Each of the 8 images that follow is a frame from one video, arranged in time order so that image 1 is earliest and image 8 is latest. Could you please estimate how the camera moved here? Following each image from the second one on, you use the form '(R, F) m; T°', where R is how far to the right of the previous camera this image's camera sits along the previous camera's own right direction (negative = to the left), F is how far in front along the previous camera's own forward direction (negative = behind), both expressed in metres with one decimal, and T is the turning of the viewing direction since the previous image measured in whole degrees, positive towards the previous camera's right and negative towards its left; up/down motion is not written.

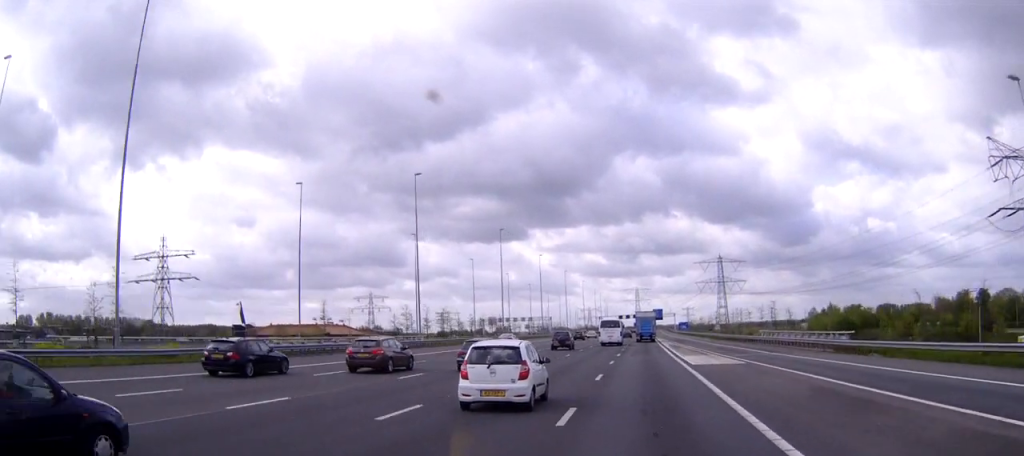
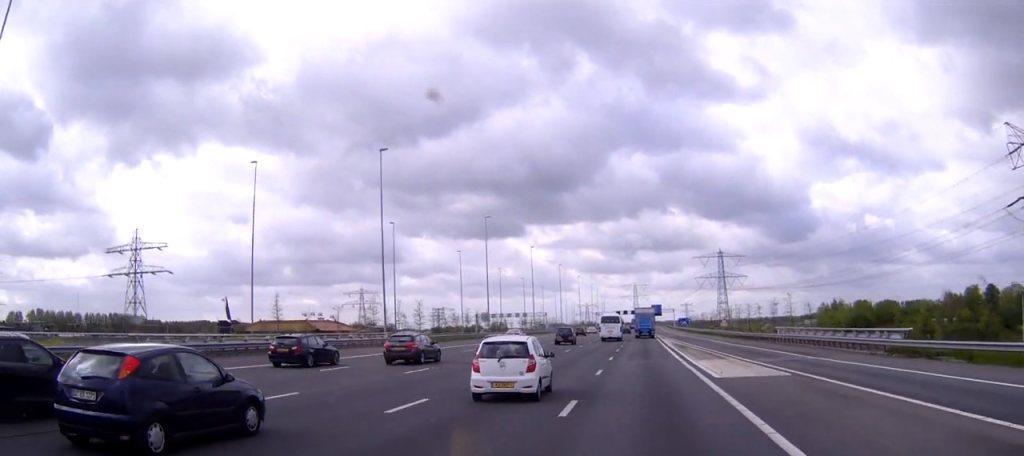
(0.0, +11.1) m; 0°
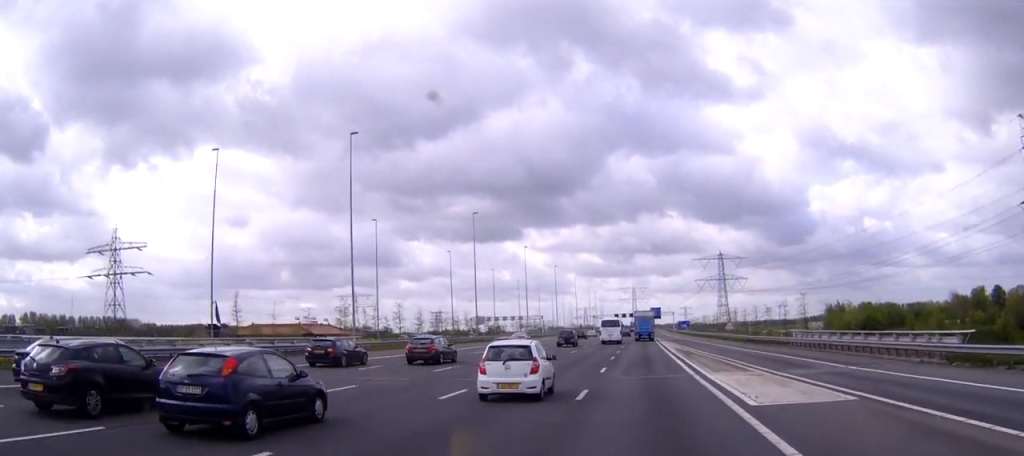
(0.0, +7.9) m; 0°
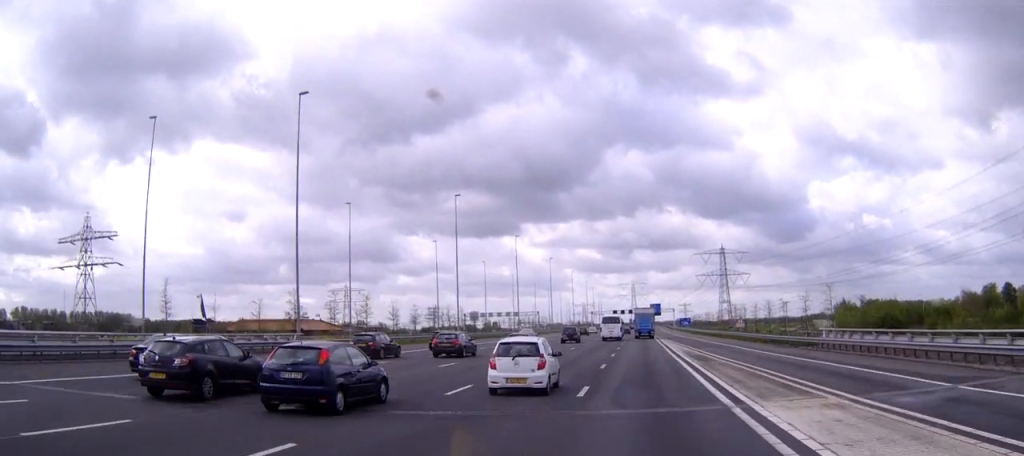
(0.0, +11.2) m; 0°
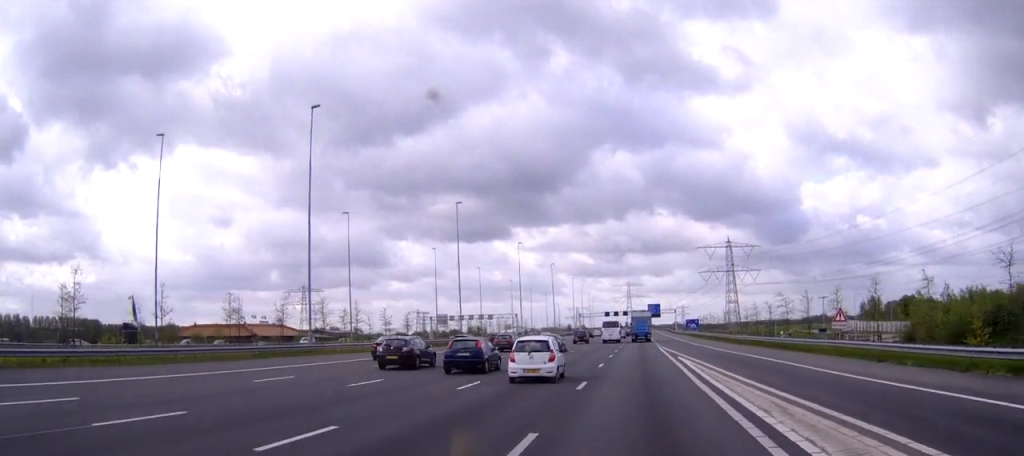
(+0.1, +45.8) m; 0°
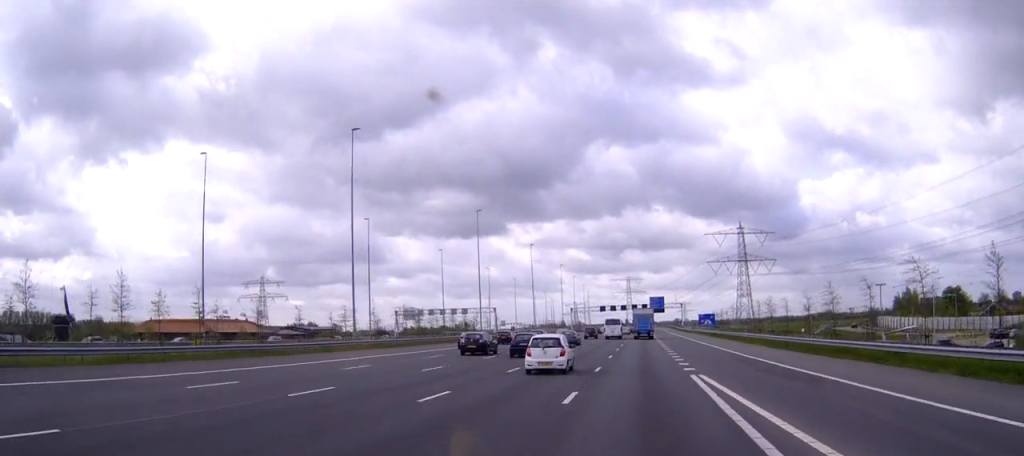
(+0.1, +39.8) m; 0°
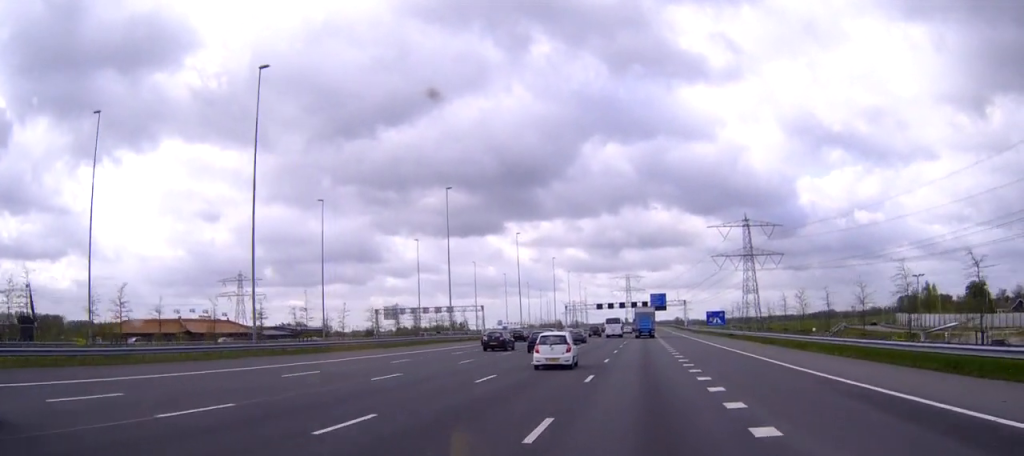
(0.0, +17.9) m; 0°
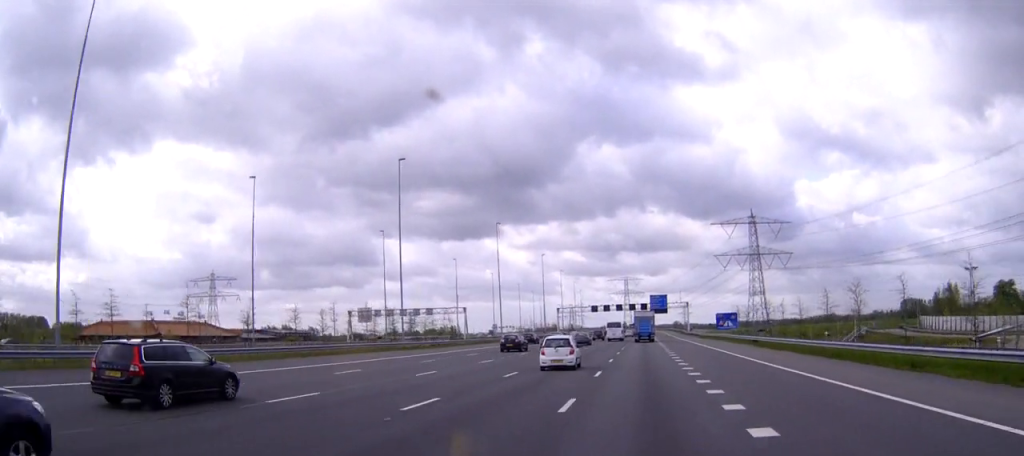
(0.0, +19.3) m; 0°
